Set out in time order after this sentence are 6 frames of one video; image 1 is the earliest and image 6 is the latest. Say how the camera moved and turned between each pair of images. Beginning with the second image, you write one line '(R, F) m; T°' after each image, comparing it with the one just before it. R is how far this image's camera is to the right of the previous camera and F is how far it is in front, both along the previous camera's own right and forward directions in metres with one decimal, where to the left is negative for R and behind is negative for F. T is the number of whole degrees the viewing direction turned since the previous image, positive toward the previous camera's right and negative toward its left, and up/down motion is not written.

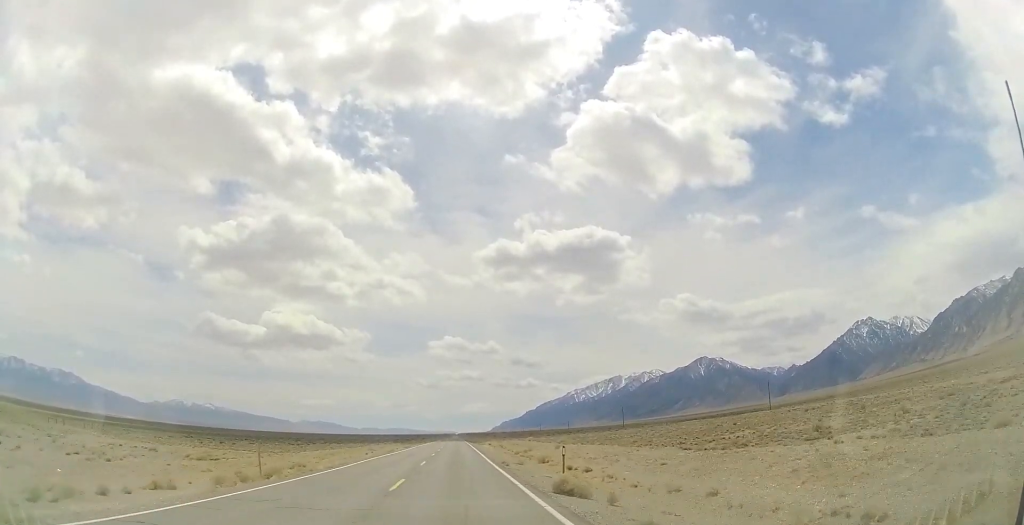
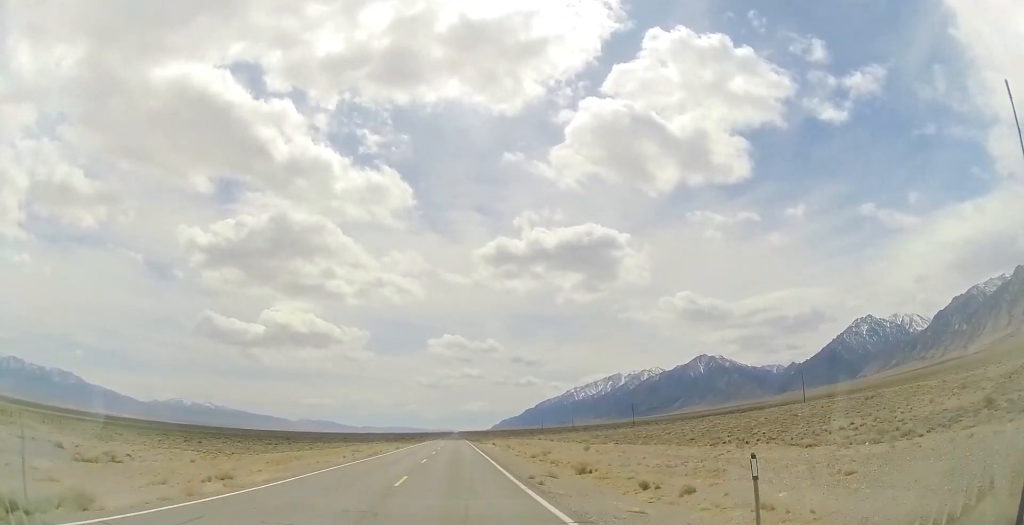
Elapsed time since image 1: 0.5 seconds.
(+0.2, +11.4) m; 0°
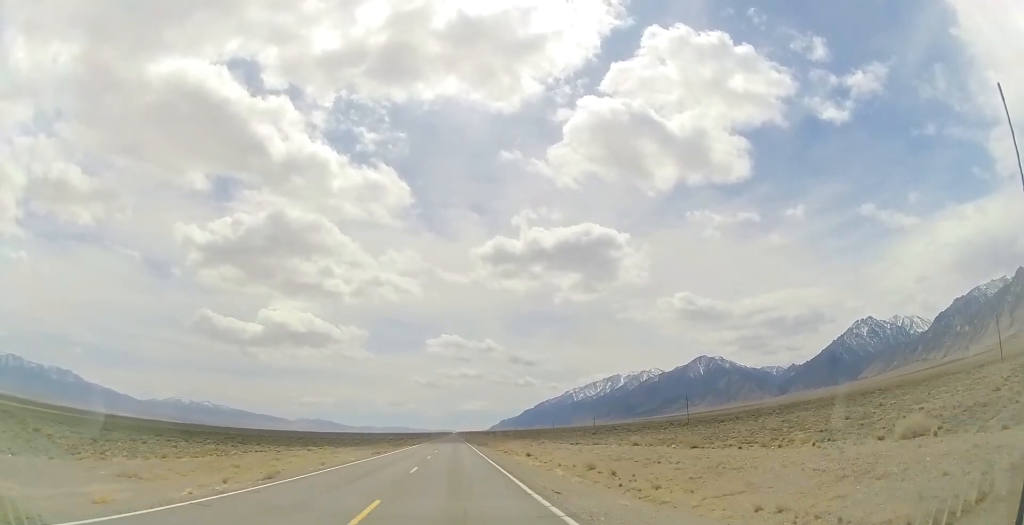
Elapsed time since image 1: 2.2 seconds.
(-0.1, +43.4) m; 0°
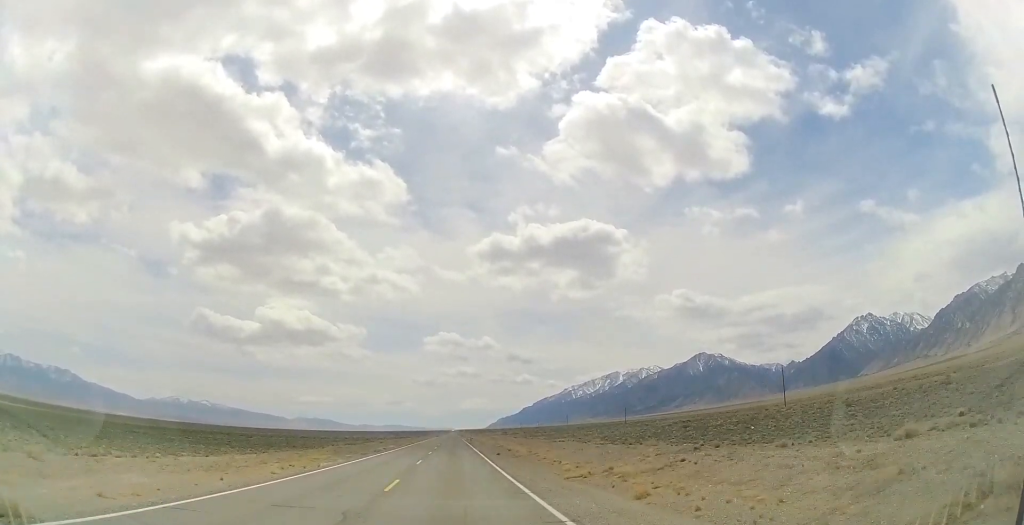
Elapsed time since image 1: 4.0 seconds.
(+0.3, +43.5) m; 0°
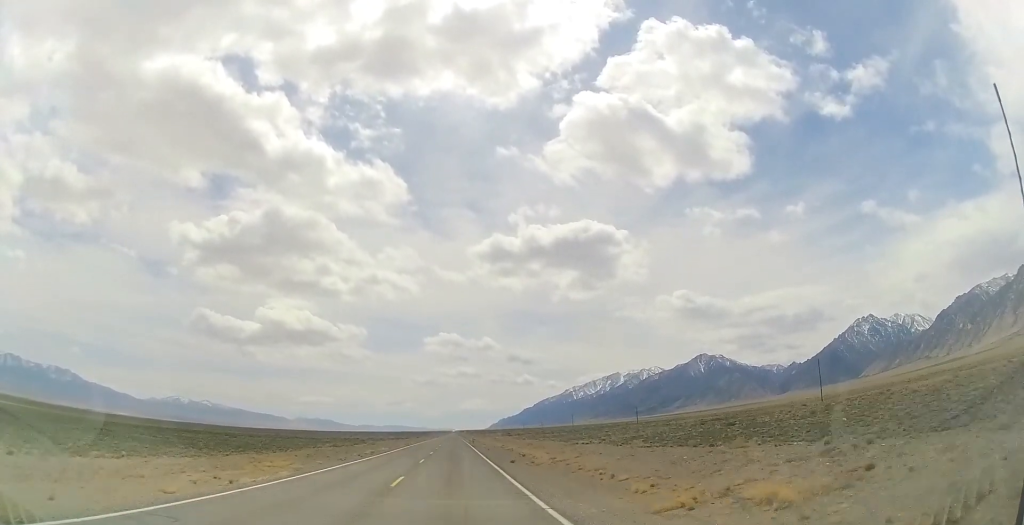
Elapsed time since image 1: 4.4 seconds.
(-0.2, +10.7) m; 0°
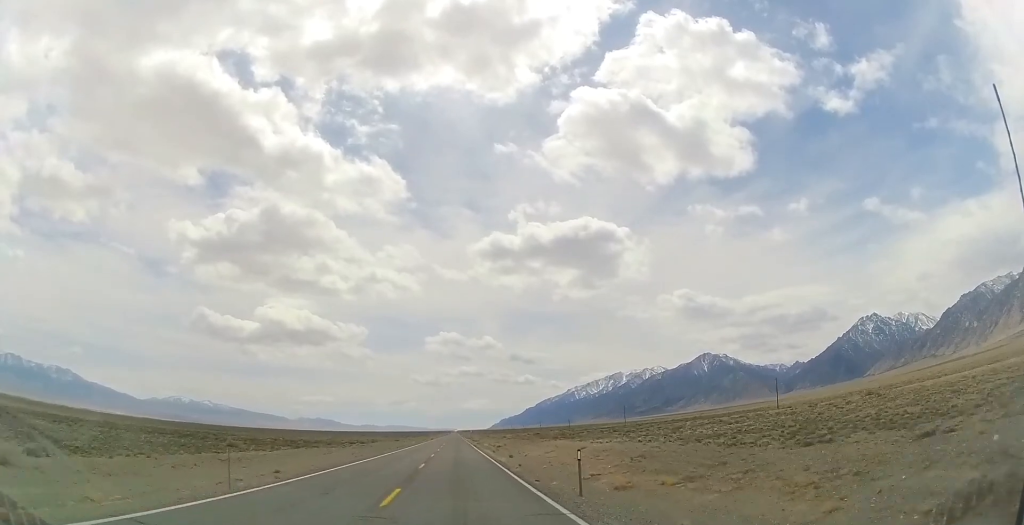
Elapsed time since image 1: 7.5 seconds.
(-0.5, +76.6) m; 0°
